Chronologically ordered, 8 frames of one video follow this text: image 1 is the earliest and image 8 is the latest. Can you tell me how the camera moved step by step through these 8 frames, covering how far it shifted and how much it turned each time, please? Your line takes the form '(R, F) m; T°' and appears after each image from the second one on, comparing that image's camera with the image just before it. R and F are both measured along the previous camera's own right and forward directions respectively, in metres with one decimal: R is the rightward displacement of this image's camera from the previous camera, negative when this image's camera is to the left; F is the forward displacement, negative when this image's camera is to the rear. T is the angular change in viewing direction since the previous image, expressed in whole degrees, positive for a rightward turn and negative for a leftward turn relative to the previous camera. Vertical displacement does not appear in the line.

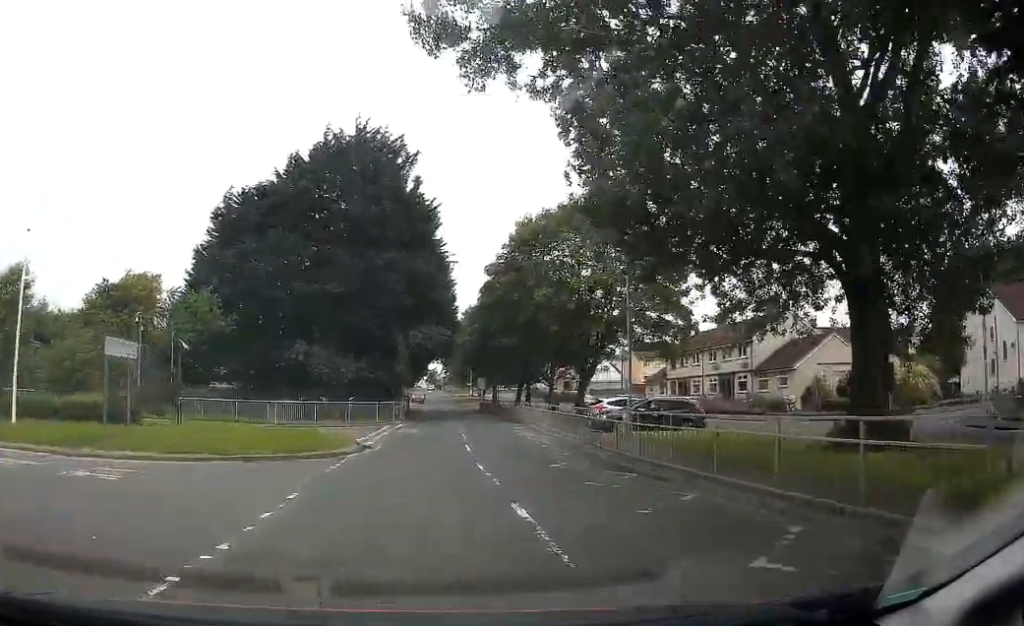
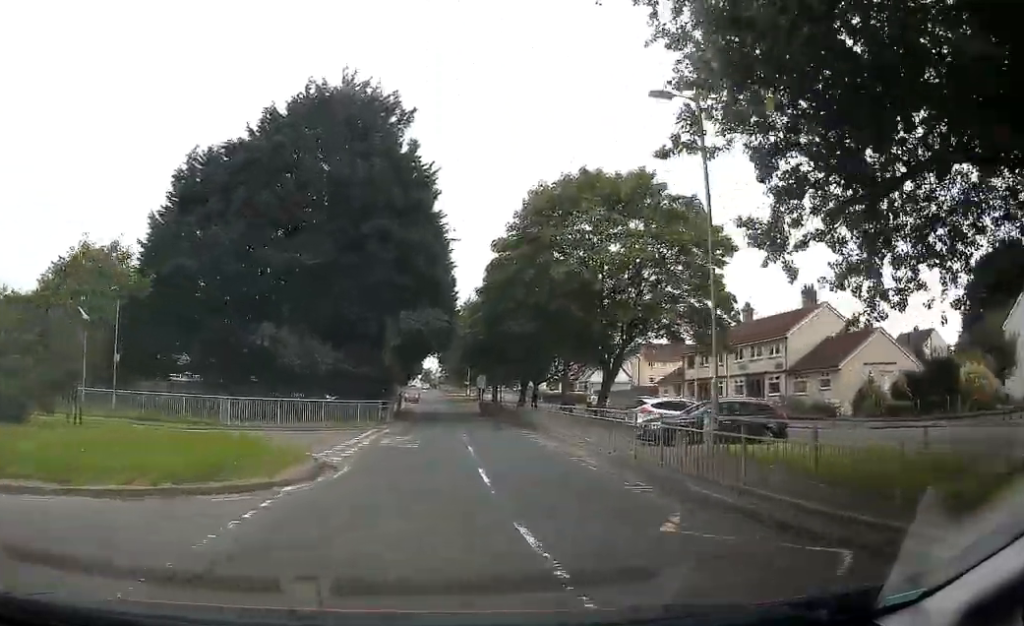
(+0.1, +7.4) m; 0°
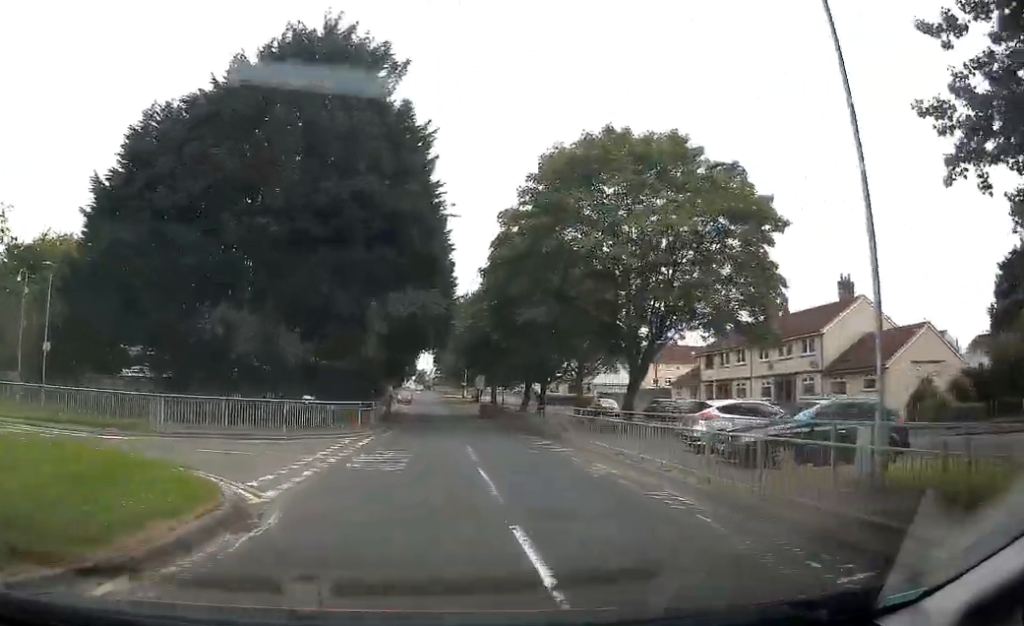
(+0.1, +6.4) m; -1°
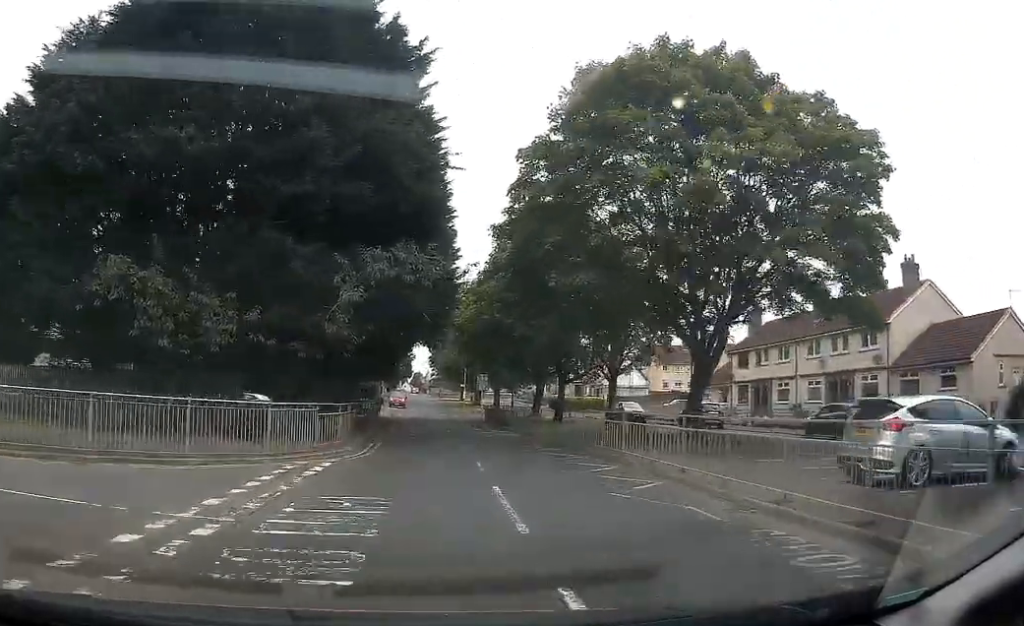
(-0.4, +8.3) m; -1°
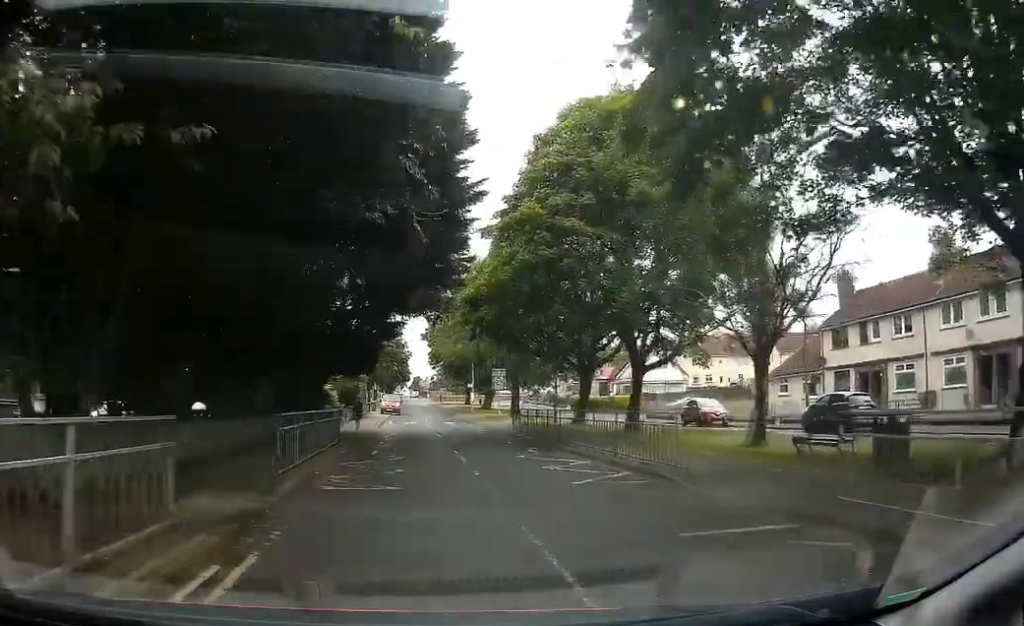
(+0.4, +14.9) m; +3°
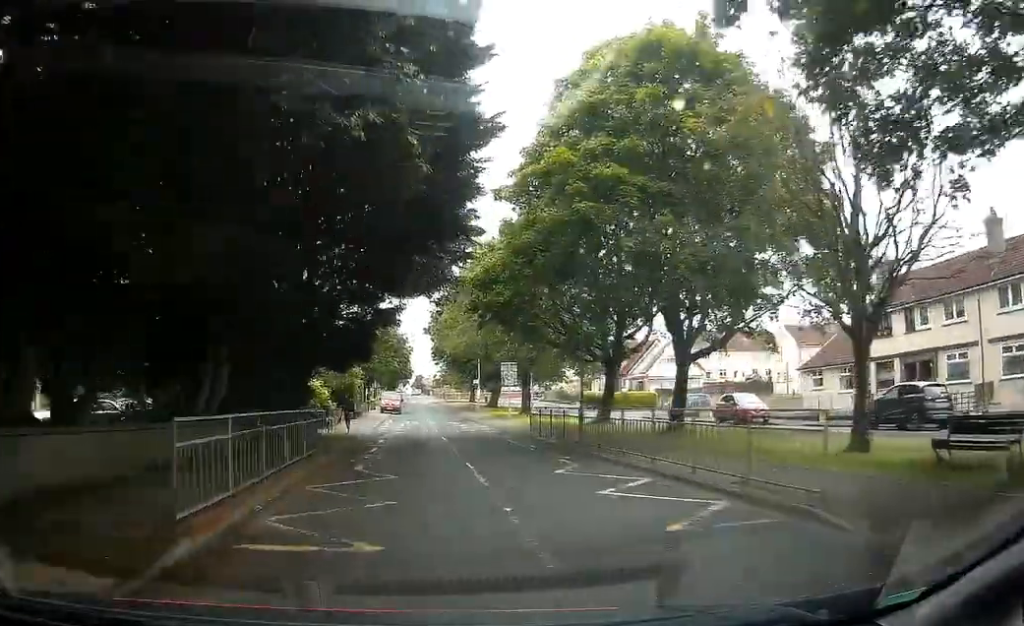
(0.0, +4.6) m; +1°
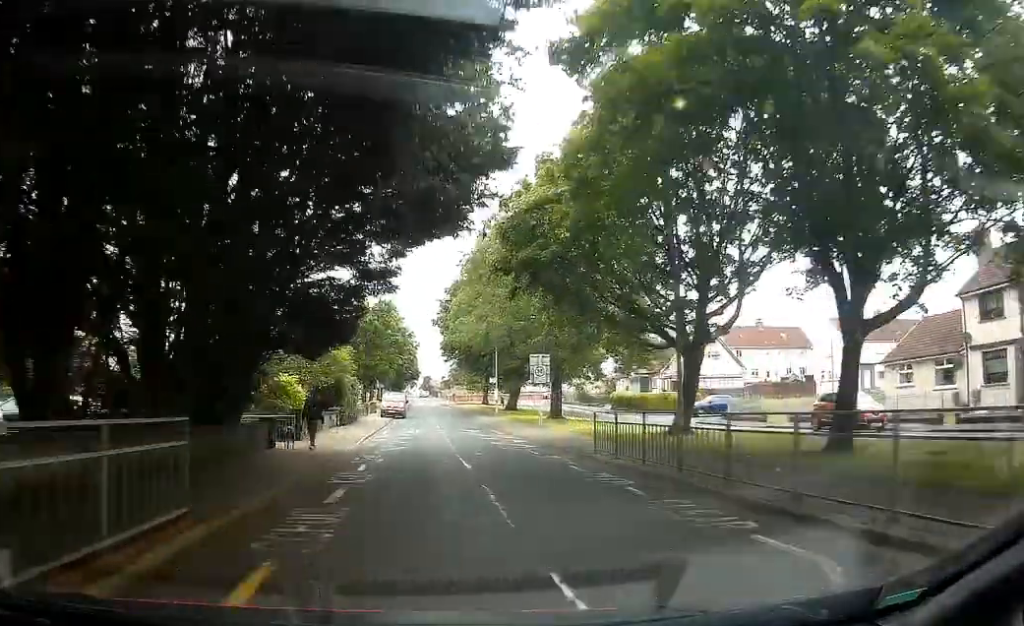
(+0.2, +9.2) m; 0°
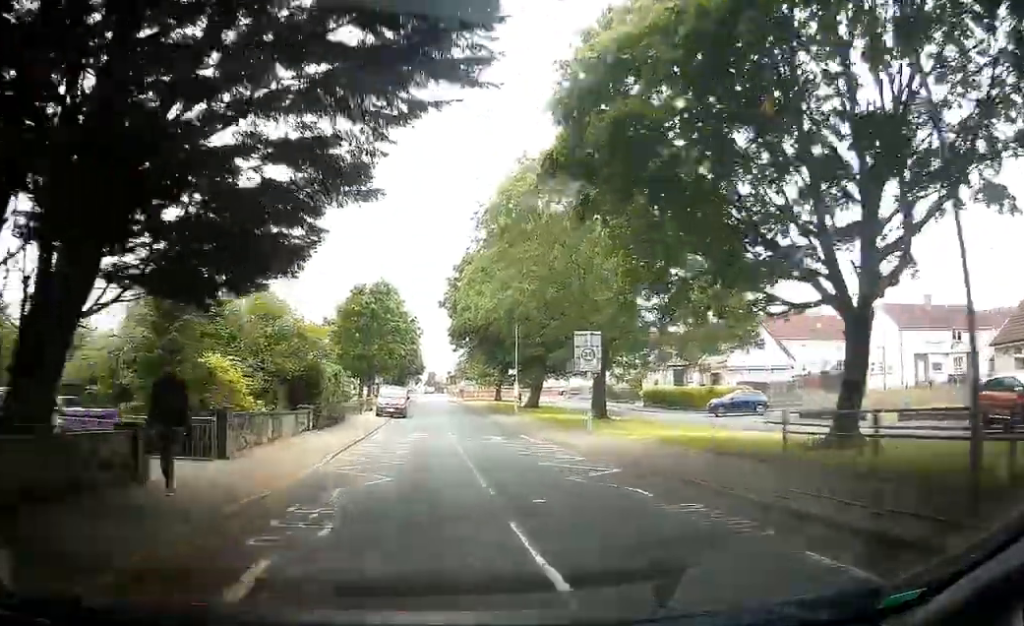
(-0.1, +9.1) m; -1°
